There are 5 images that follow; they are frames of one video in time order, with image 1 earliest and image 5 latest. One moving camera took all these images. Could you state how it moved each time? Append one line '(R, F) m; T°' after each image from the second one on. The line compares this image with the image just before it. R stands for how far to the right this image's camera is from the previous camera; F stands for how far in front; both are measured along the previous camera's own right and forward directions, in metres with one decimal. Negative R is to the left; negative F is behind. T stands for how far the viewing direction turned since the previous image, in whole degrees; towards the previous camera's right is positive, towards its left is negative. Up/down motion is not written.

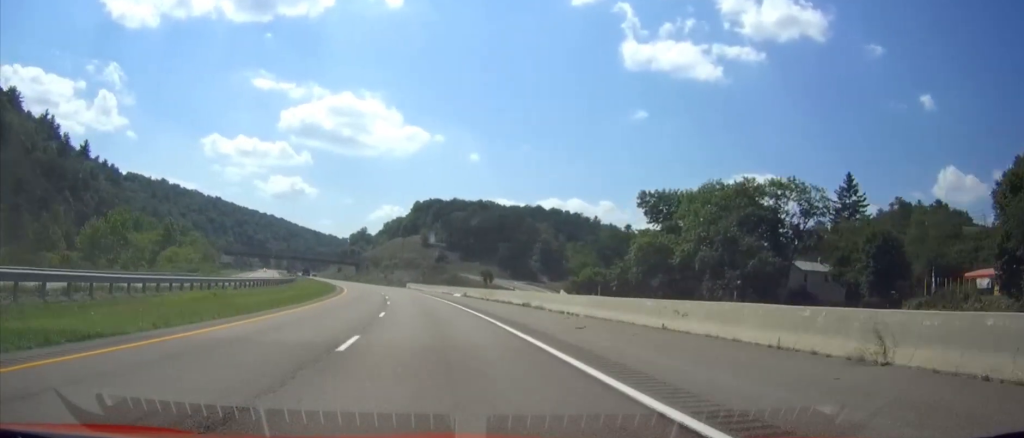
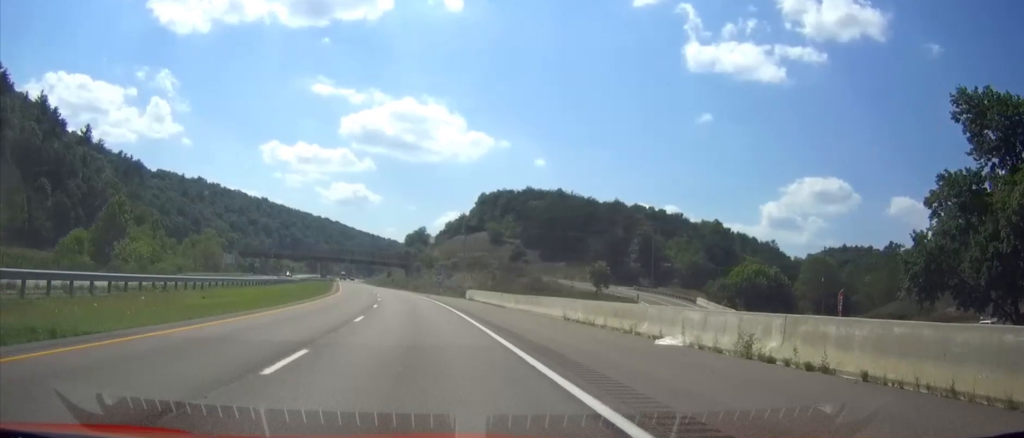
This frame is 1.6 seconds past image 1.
(-2.1, +54.5) m; -7°
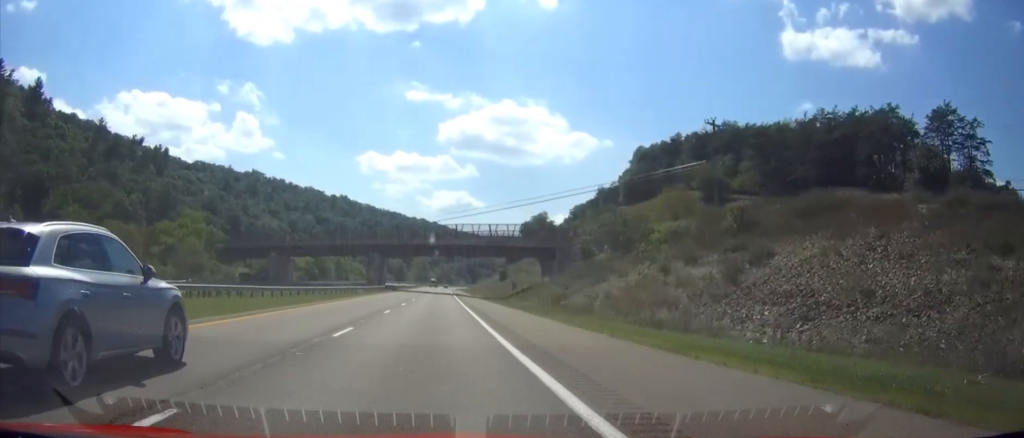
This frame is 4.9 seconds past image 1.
(-11.1, +107.7) m; -7°
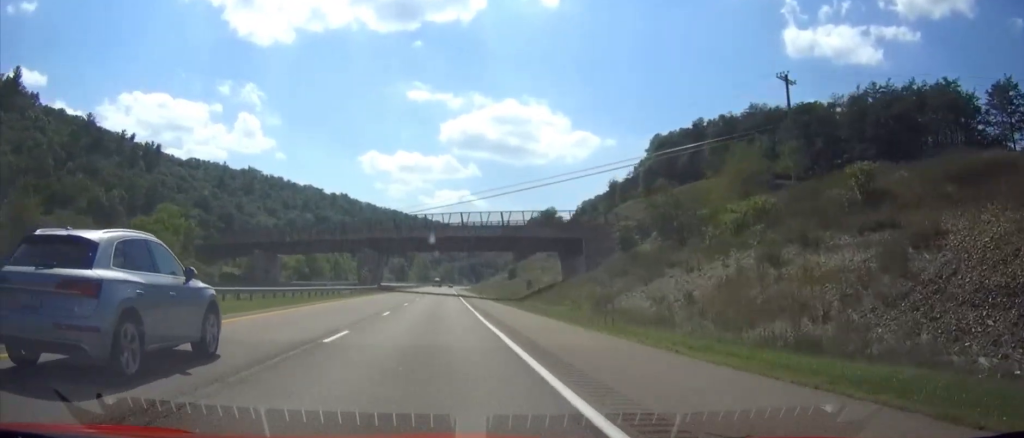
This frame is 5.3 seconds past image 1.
(0.0, +14.6) m; 0°
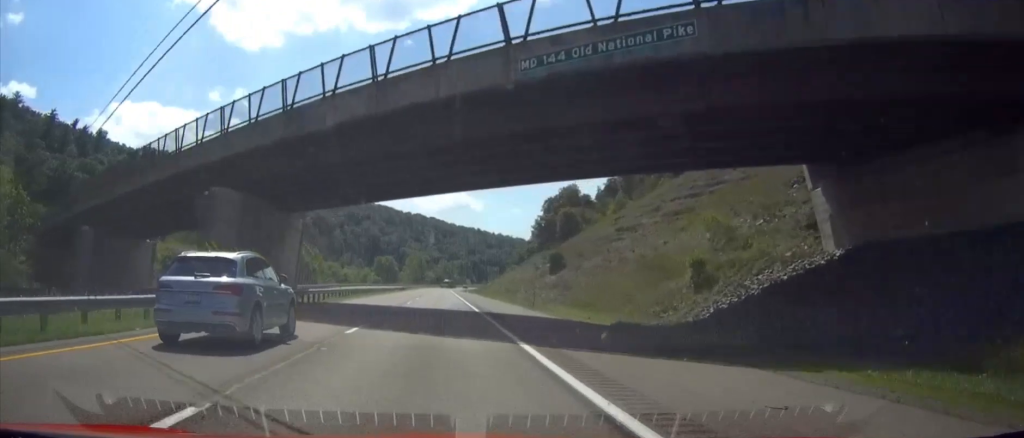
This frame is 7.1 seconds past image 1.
(0.0, +60.5) m; 0°
